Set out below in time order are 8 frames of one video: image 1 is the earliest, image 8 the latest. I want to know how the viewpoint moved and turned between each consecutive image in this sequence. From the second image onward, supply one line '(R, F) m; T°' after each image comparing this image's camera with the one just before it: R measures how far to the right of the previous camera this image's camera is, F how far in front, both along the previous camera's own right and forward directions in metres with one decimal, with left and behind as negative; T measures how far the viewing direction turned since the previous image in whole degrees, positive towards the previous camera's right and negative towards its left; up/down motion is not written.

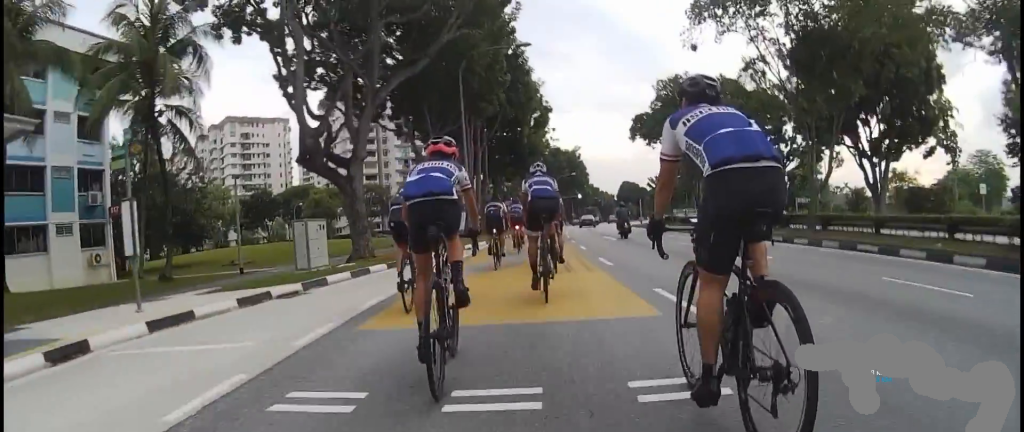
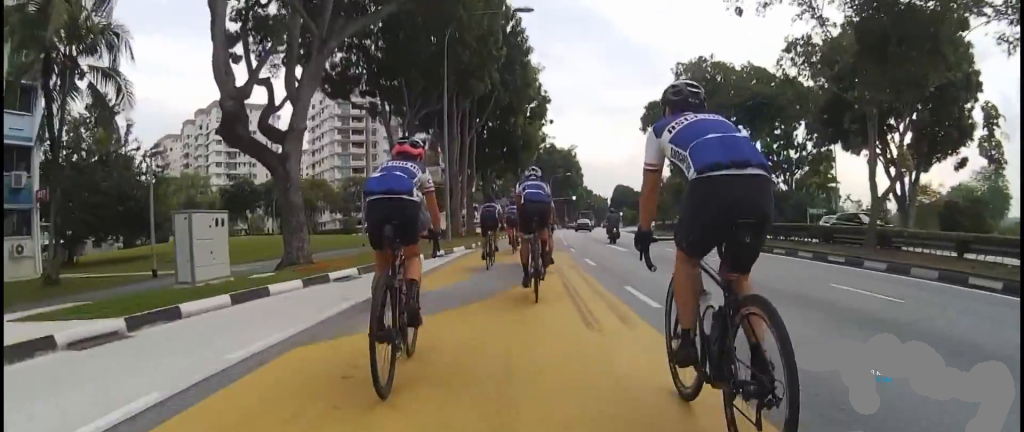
(-0.3, +4.9) m; 0°
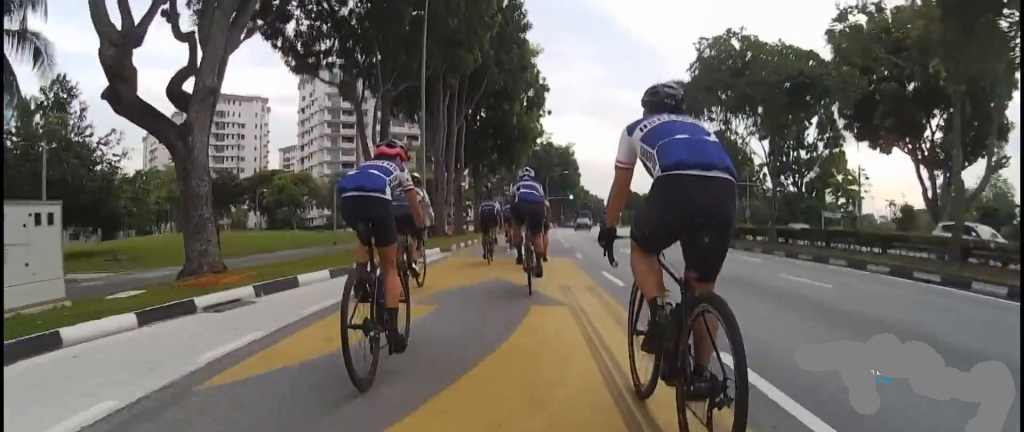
(+0.2, +4.4) m; 0°
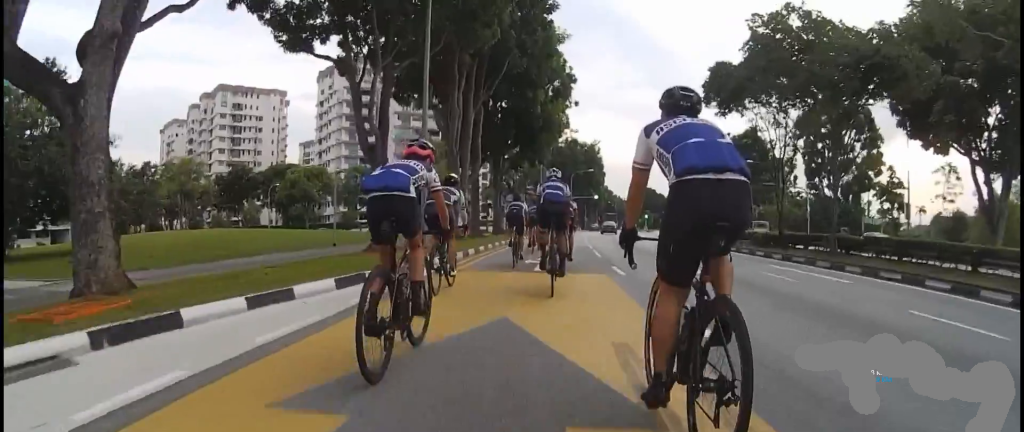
(+0.2, +3.6) m; 0°
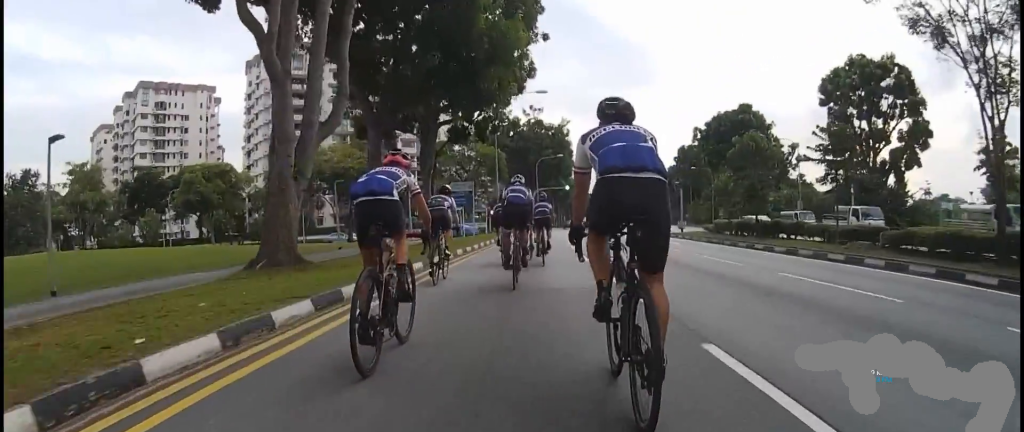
(-0.8, +15.9) m; -1°
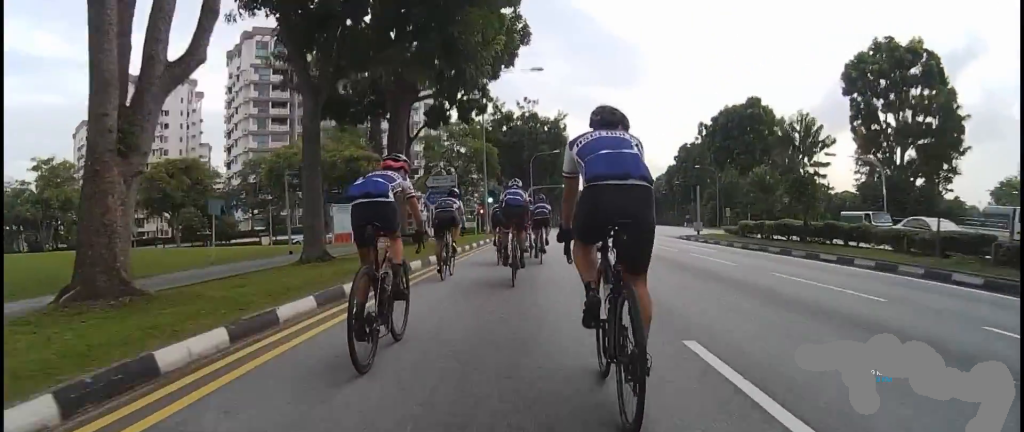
(+0.2, +5.6) m; +2°
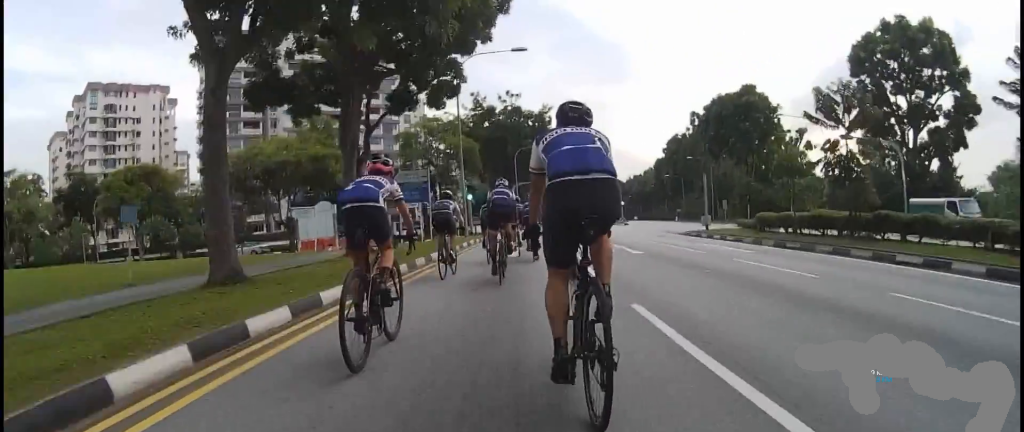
(+0.1, +4.3) m; +2°
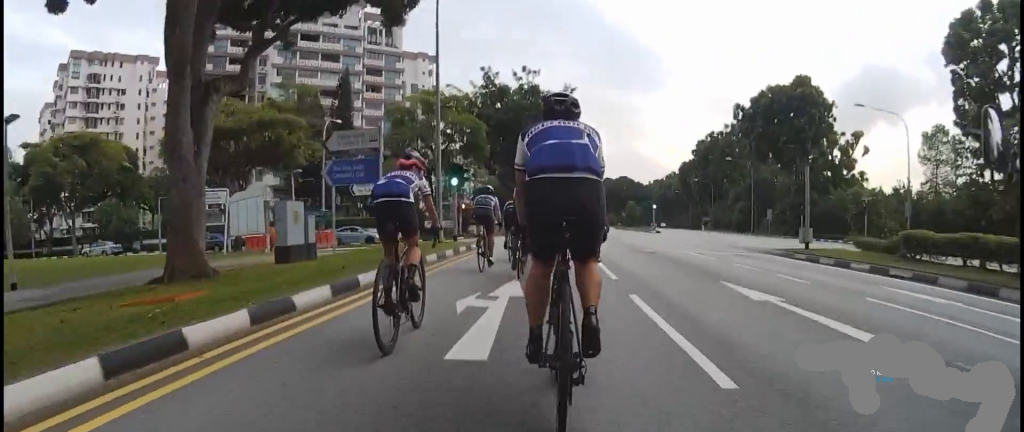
(-0.2, +10.8) m; -3°
